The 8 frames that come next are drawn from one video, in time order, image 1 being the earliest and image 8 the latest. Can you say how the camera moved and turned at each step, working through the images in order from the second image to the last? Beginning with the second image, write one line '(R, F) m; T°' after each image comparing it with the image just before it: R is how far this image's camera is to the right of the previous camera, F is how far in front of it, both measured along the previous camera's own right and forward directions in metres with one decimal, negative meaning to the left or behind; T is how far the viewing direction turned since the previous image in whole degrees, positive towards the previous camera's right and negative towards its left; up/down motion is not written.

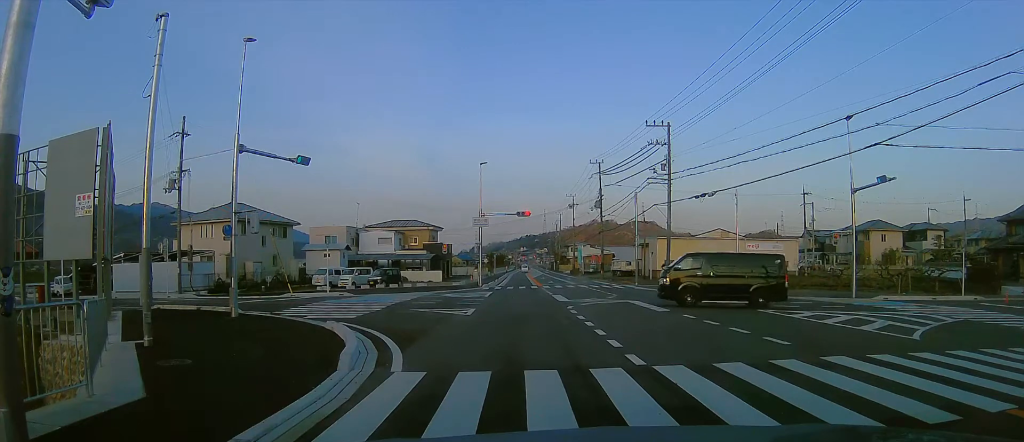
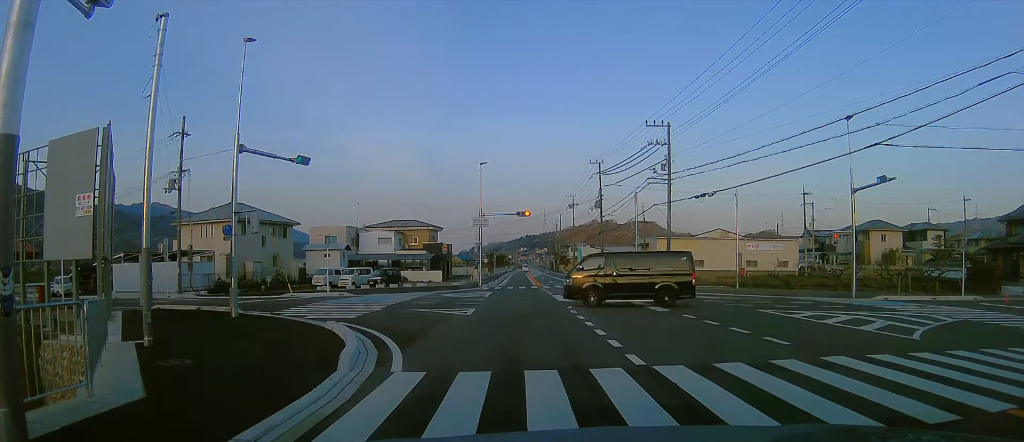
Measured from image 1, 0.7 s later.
(0.0, 0.0) m; 0°
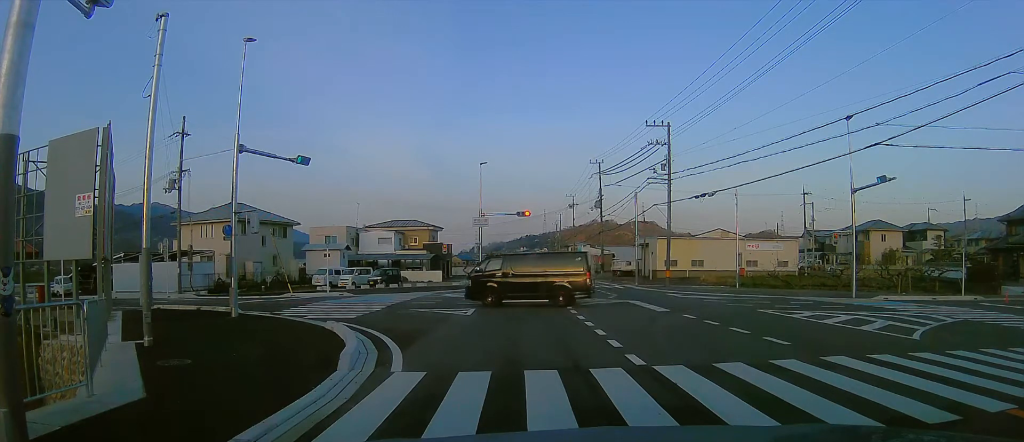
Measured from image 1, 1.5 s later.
(0.0, 0.0) m; 0°
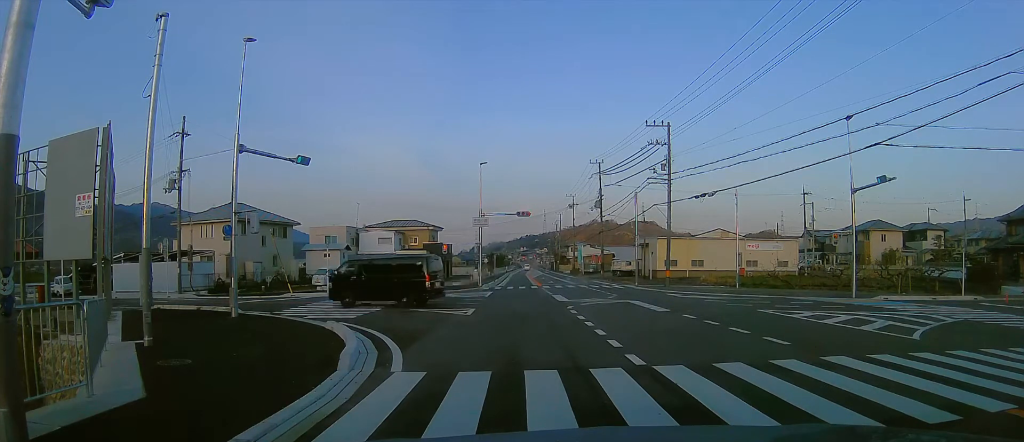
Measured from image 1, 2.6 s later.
(0.0, 0.0) m; 0°
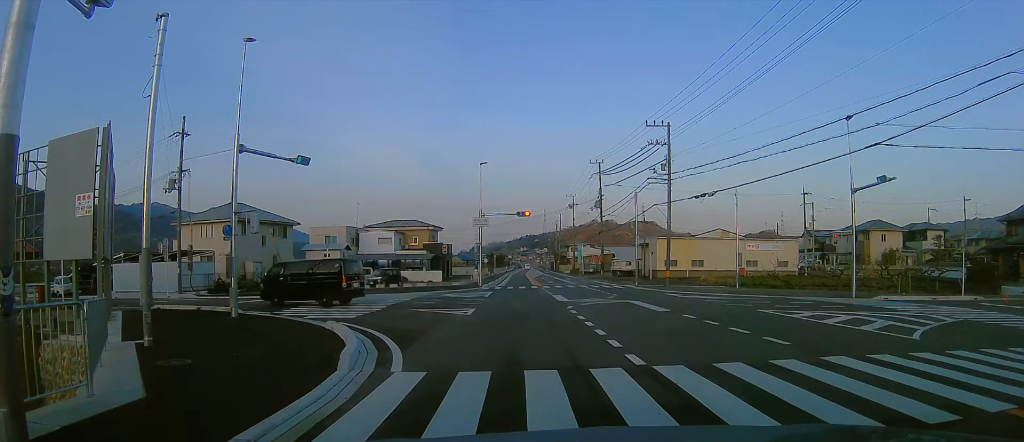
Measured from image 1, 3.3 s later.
(0.0, 0.0) m; 0°
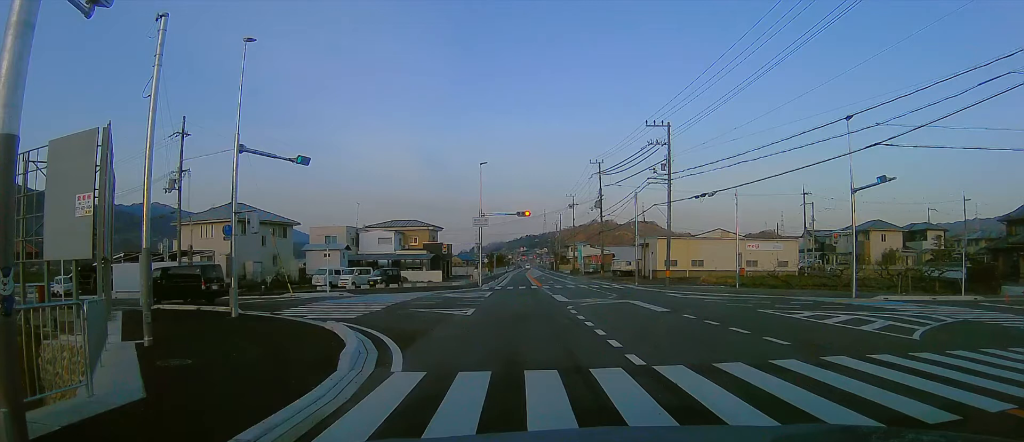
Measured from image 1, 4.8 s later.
(0.0, 0.0) m; 0°
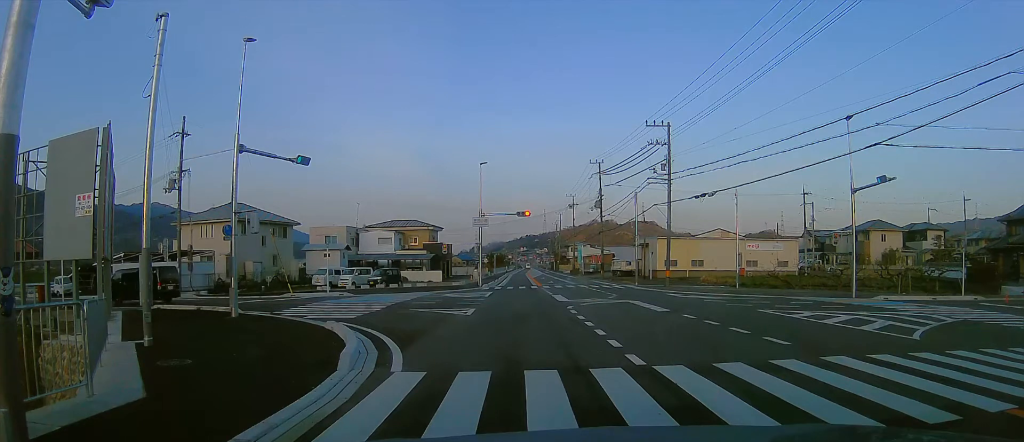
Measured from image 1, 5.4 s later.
(0.0, 0.0) m; 0°
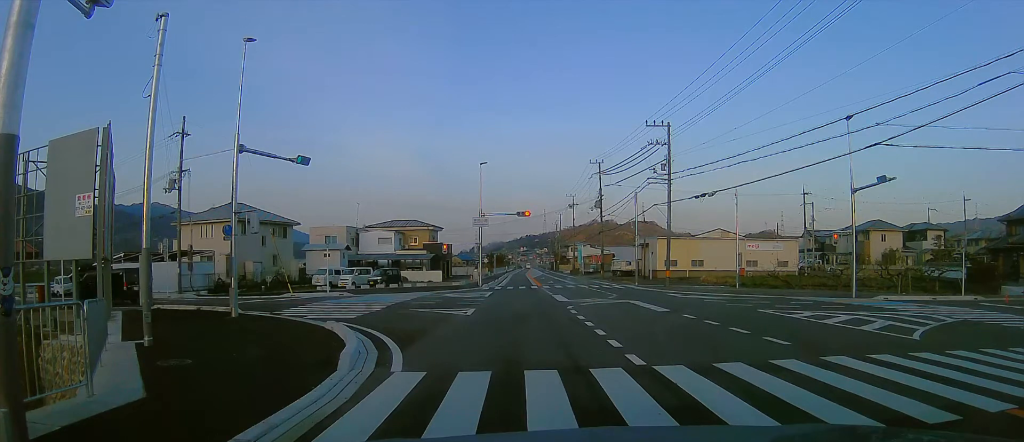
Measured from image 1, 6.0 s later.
(0.0, 0.0) m; 0°
